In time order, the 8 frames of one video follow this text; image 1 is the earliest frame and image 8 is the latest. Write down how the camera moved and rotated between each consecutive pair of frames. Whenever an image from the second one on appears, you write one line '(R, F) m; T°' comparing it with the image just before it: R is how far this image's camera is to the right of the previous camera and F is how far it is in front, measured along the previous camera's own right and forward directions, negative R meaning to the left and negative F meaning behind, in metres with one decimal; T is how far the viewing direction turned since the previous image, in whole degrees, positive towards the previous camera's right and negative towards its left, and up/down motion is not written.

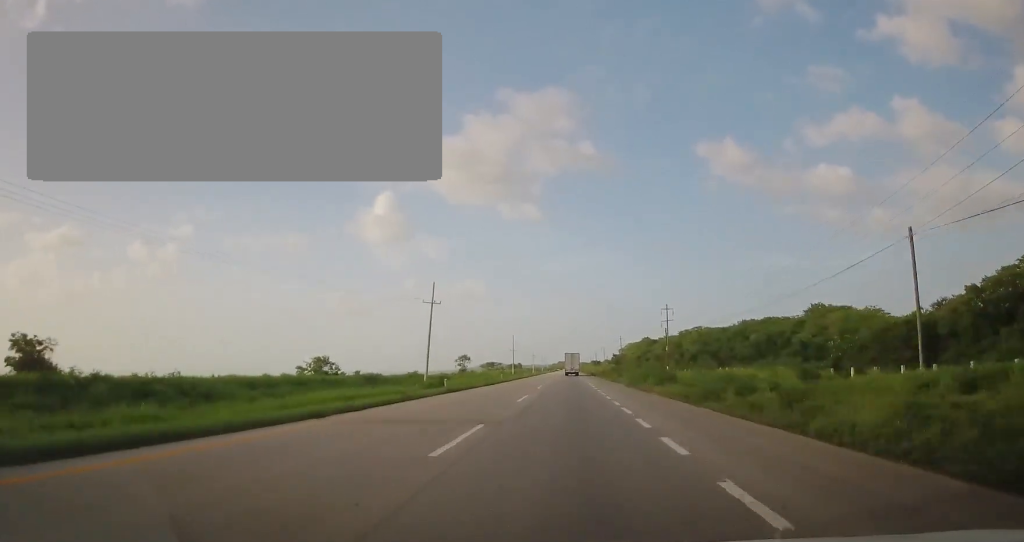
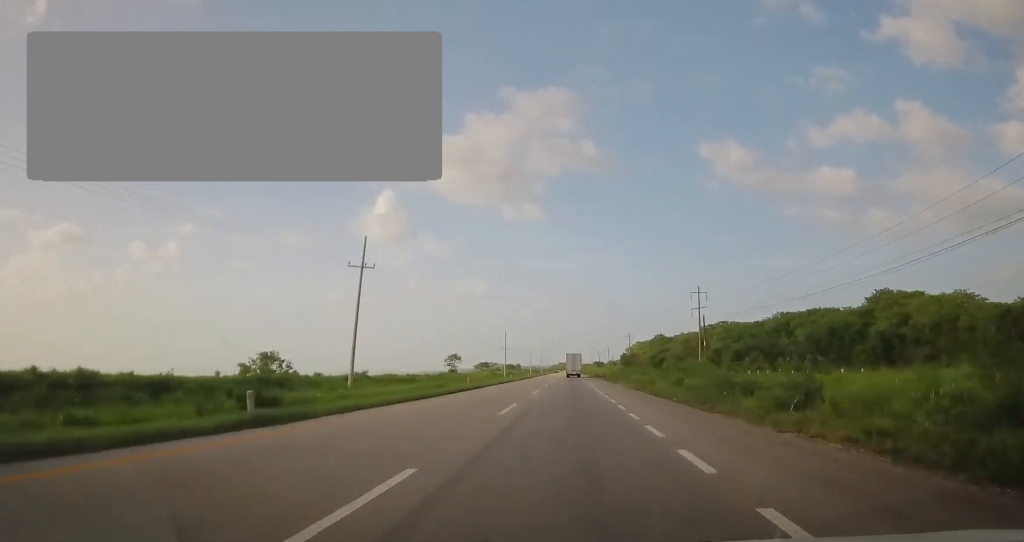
(-0.1, +22.5) m; 0°
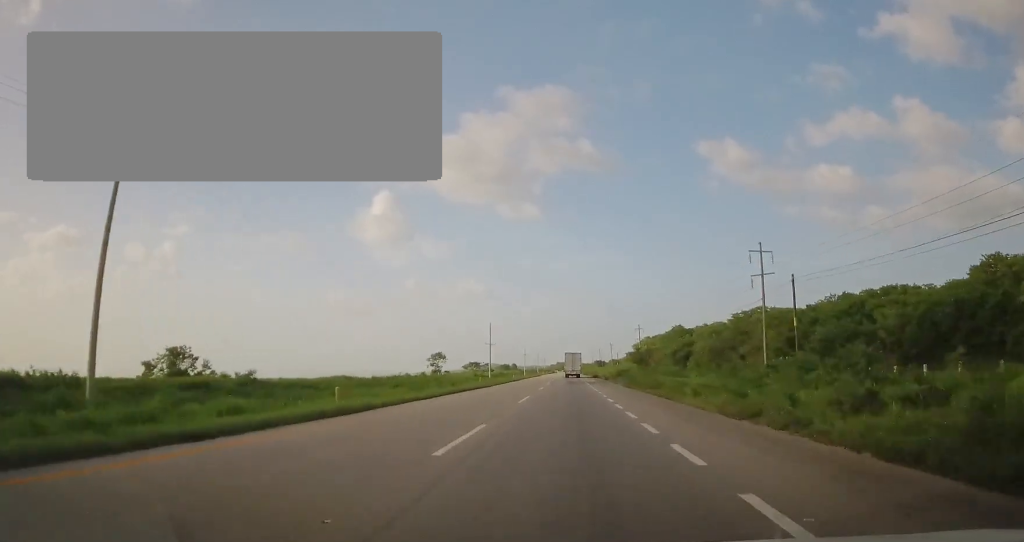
(+0.1, +24.5) m; 0°
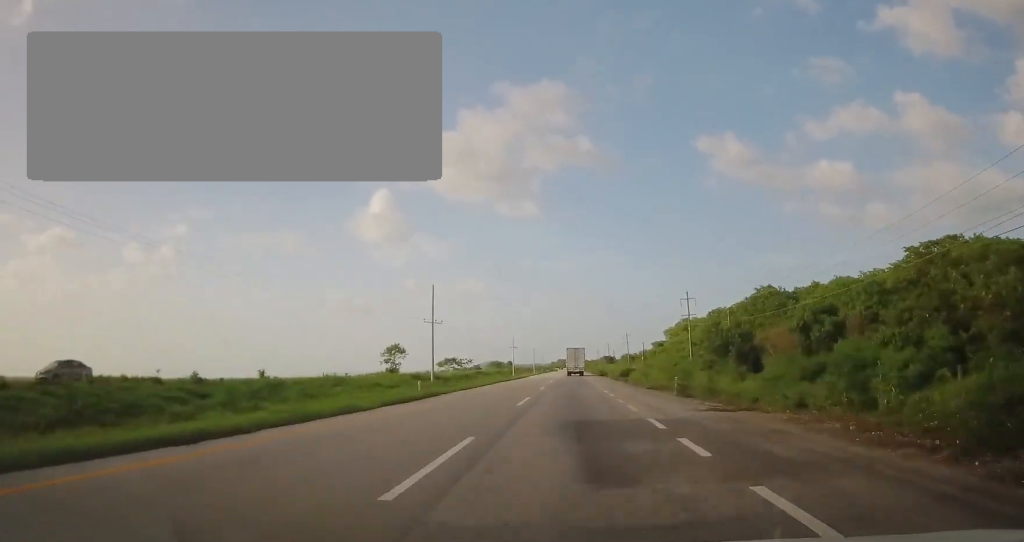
(-0.2, +50.7) m; 0°
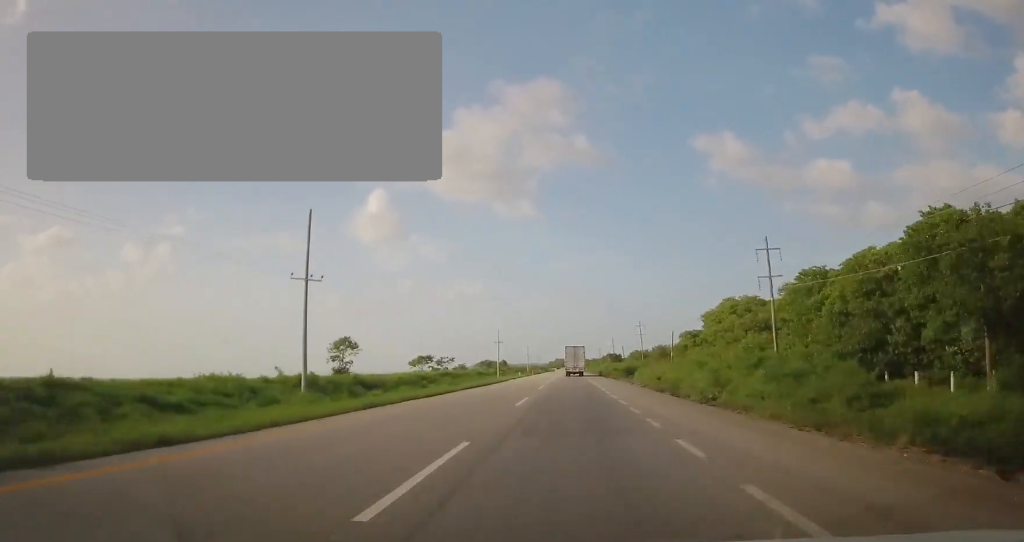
(0.0, +32.5) m; 0°
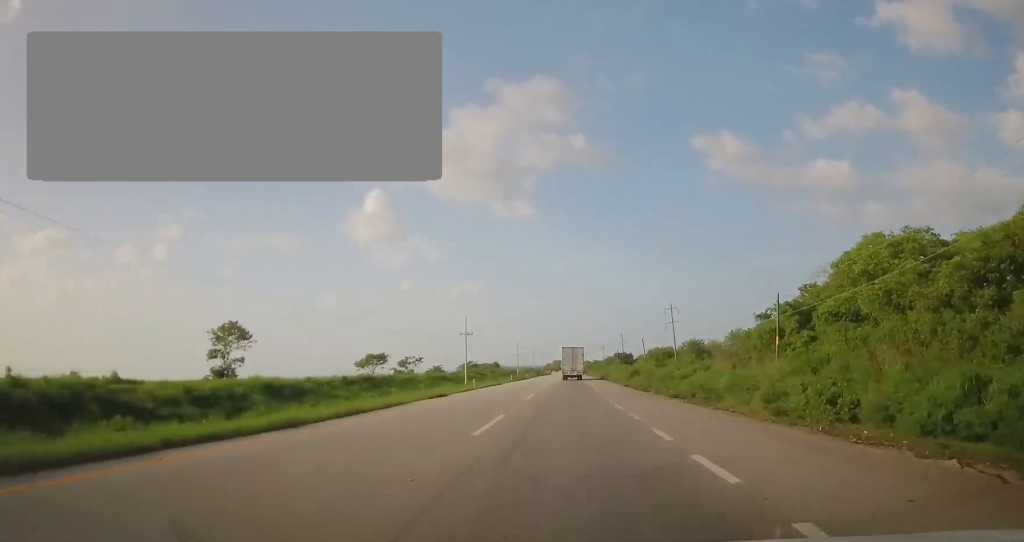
(+0.5, +39.6) m; +1°
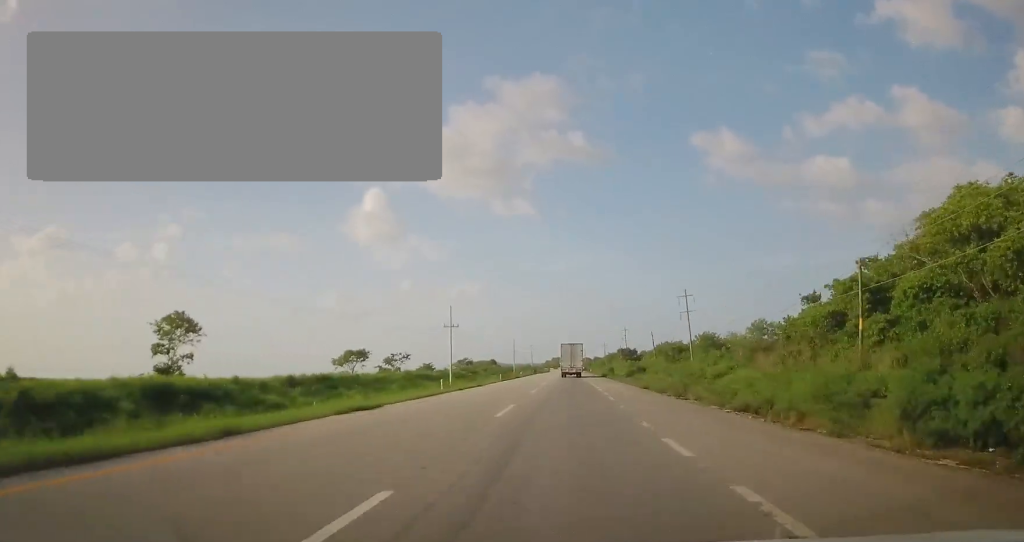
(+0.2, +11.4) m; 0°
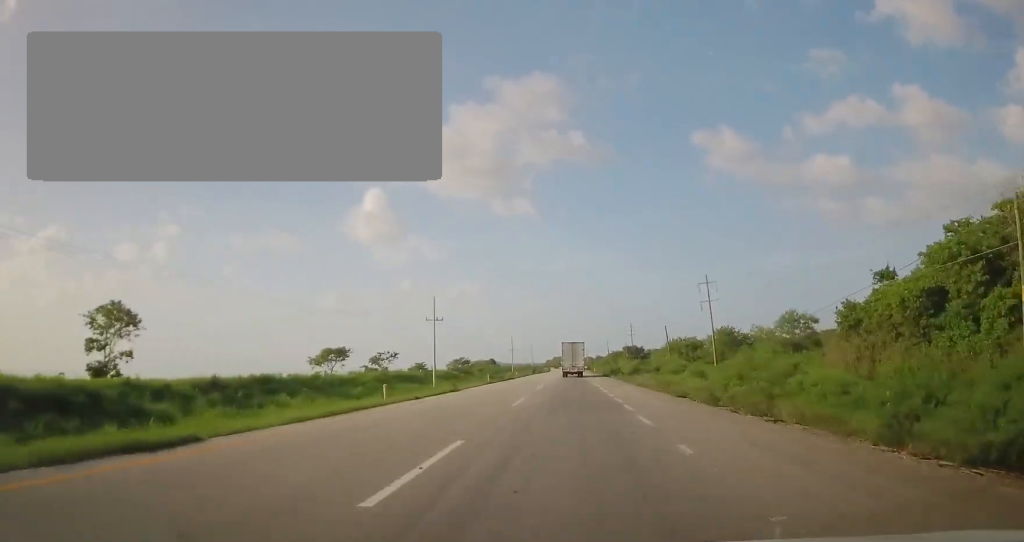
(-0.1, +11.0) m; 0°
